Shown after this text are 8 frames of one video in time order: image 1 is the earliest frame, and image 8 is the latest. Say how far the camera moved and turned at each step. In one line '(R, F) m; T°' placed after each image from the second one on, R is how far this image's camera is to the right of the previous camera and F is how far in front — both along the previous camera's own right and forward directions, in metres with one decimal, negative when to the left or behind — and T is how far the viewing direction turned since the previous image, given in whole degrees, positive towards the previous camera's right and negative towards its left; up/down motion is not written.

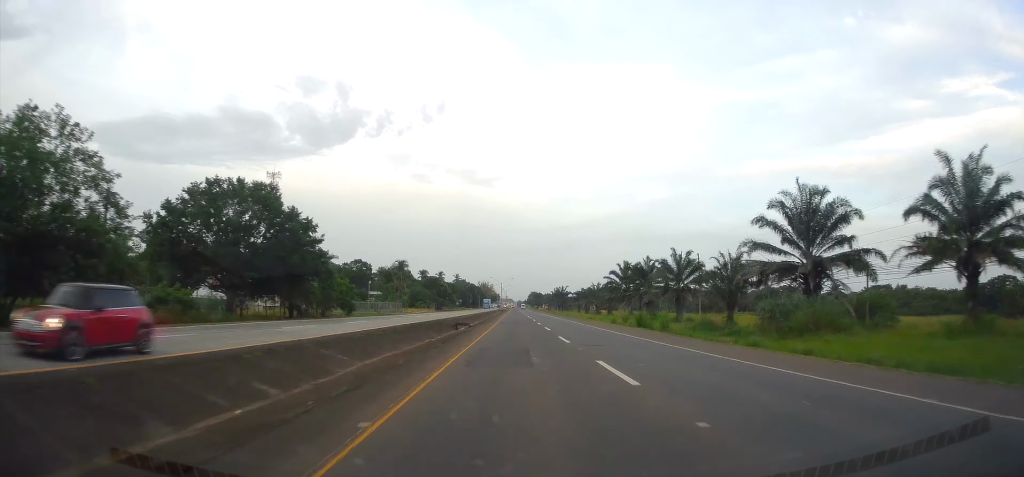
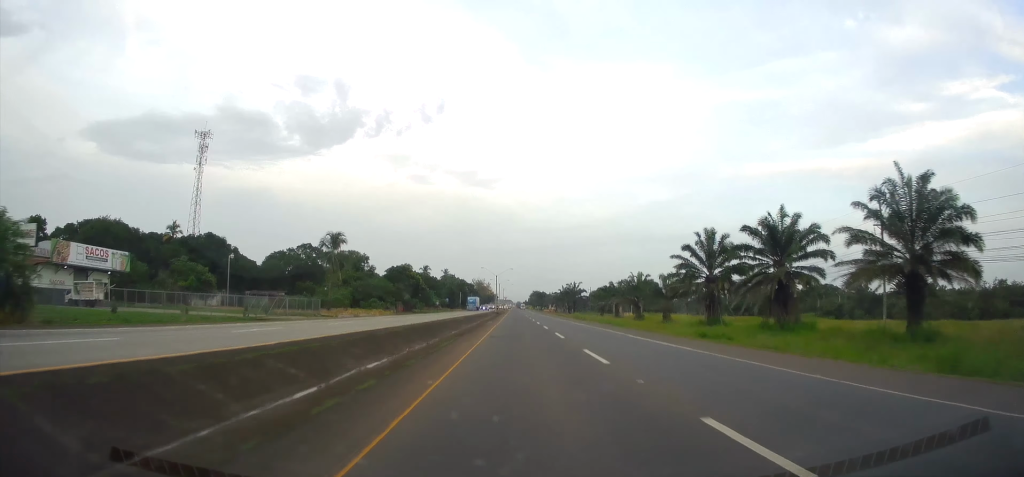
(+0.2, +53.1) m; 0°
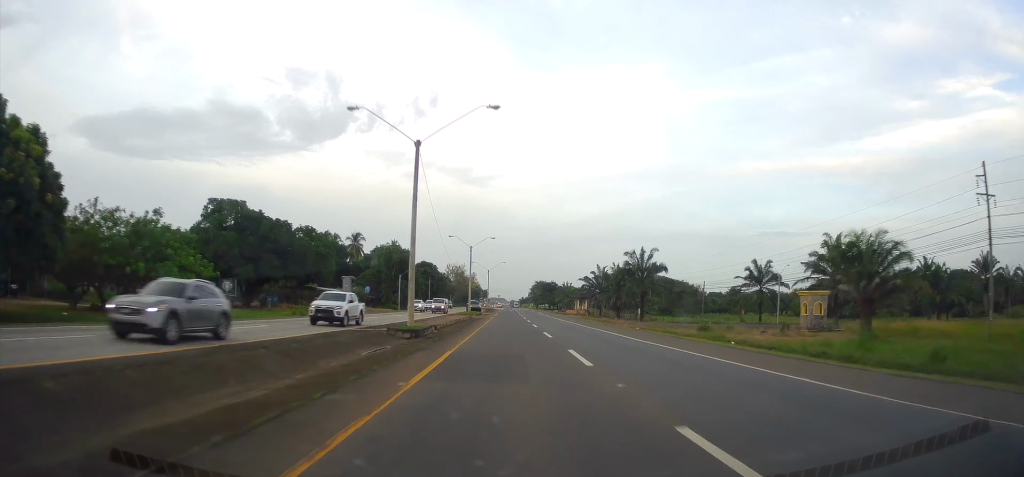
(+0.4, +114.4) m; 0°
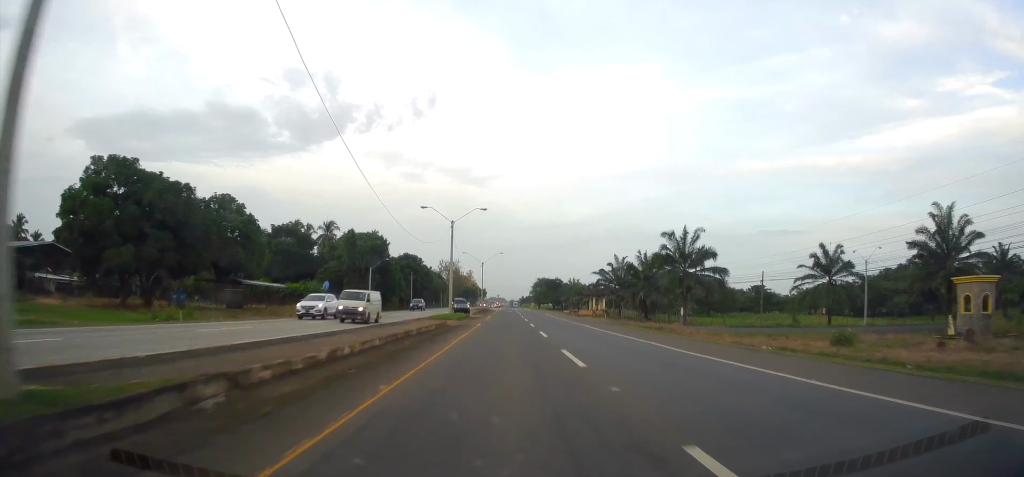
(-0.1, +23.3) m; 0°
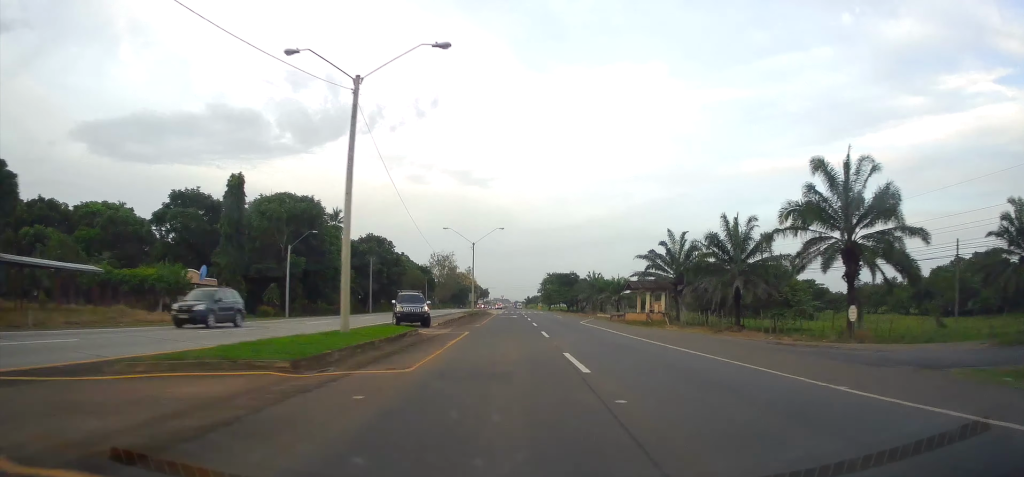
(-0.2, +36.1) m; 0°
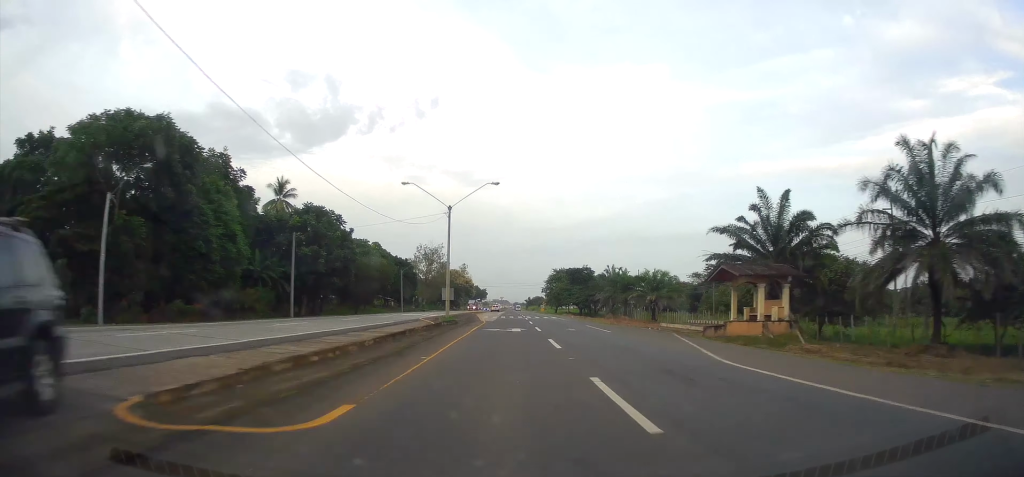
(0.0, +27.8) m; 0°
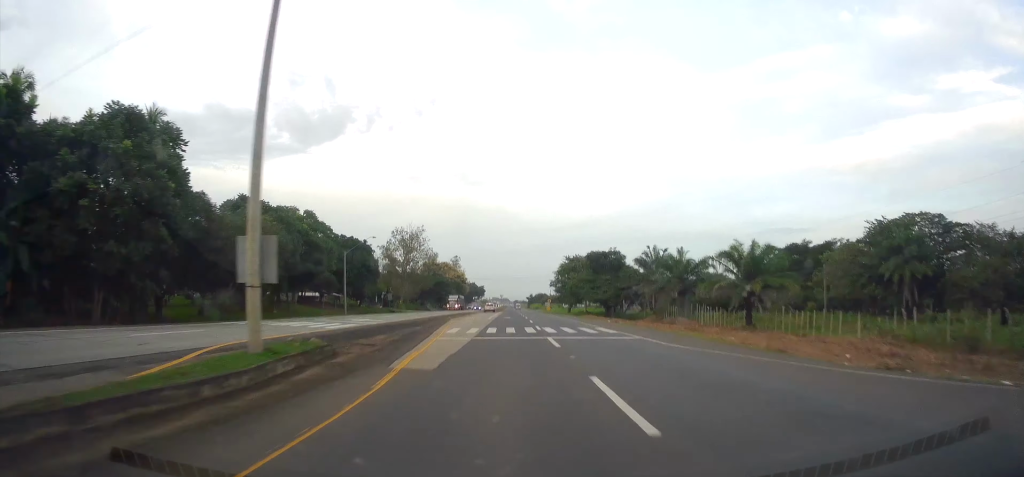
(0.0, +34.4) m; 0°
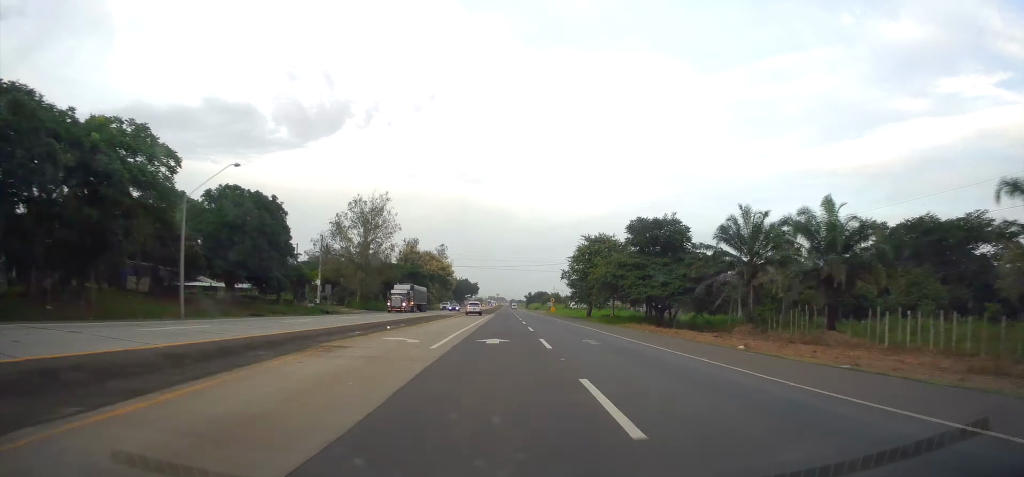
(-0.1, +34.4) m; 0°
